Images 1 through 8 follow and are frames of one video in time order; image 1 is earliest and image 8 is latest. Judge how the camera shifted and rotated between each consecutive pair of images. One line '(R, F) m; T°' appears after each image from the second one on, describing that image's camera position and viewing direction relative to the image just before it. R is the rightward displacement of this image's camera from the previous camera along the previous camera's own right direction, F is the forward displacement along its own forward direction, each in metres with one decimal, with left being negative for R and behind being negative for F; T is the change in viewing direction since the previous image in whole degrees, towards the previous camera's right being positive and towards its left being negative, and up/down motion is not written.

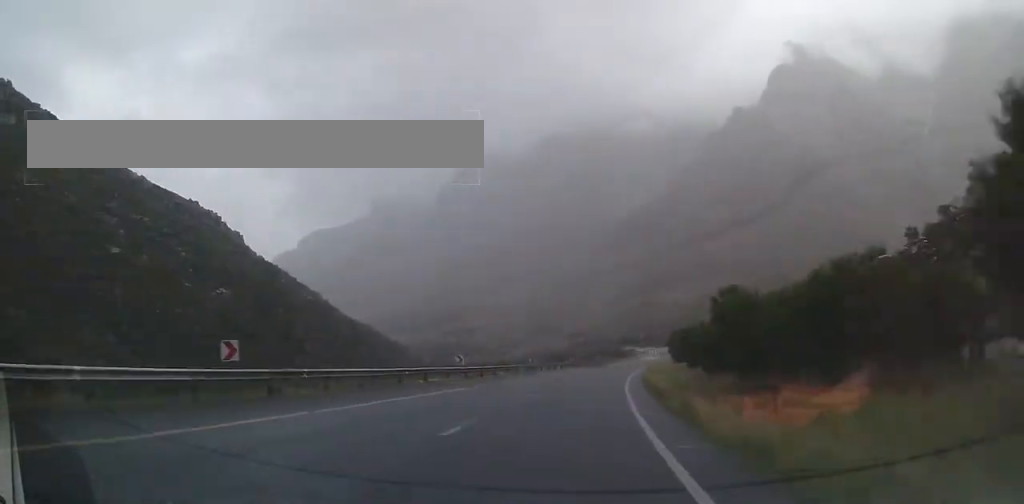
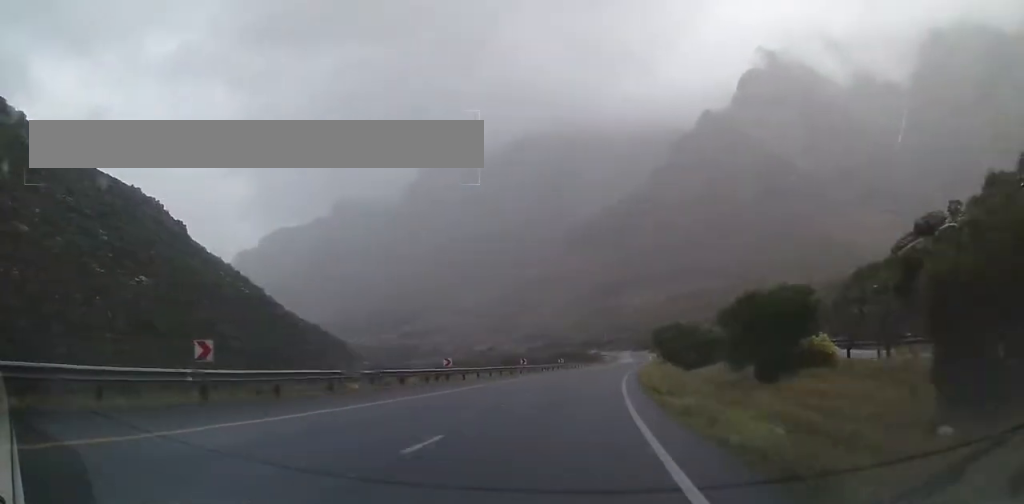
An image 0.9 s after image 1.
(+0.9, +26.1) m; +2°
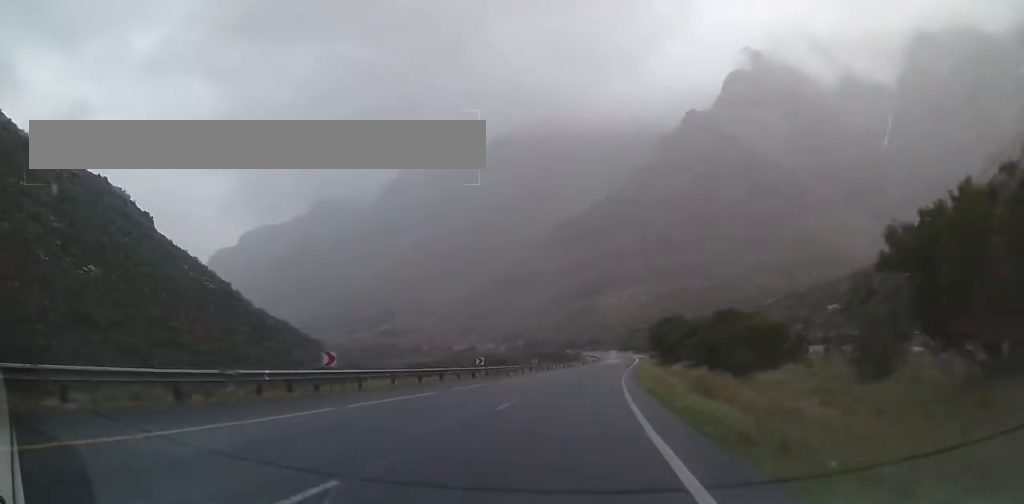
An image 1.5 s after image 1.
(0.0, +16.4) m; 0°
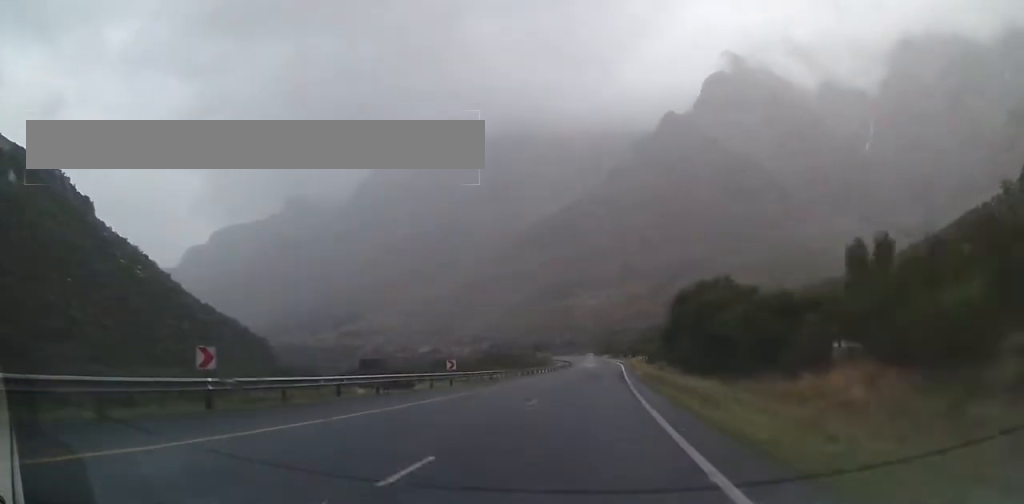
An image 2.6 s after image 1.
(0.0, +33.4) m; 0°
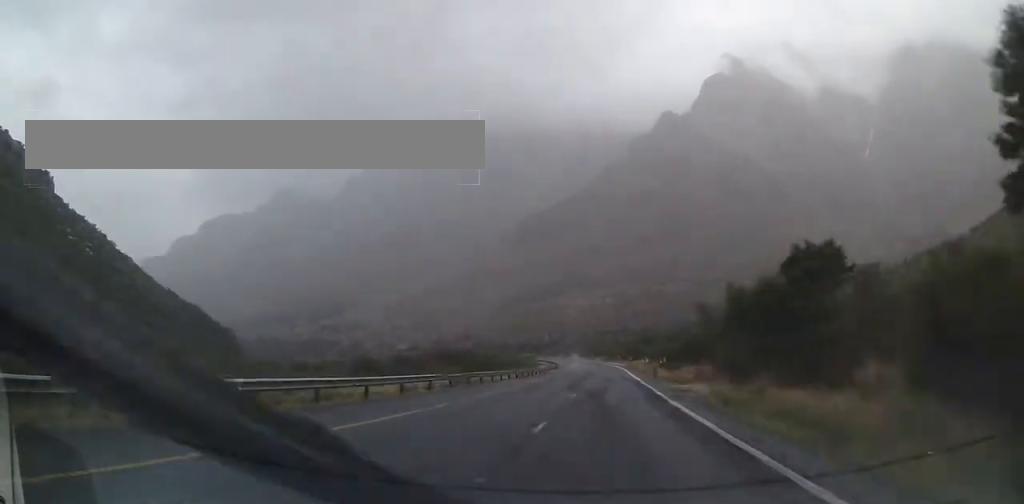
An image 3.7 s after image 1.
(0.0, +30.3) m; +1°
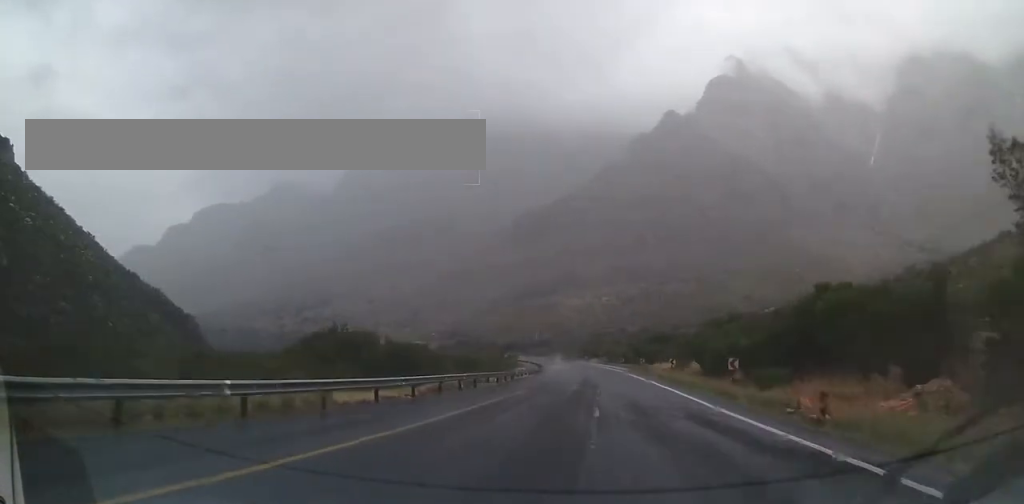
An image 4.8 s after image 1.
(+0.7, +32.0) m; +3°
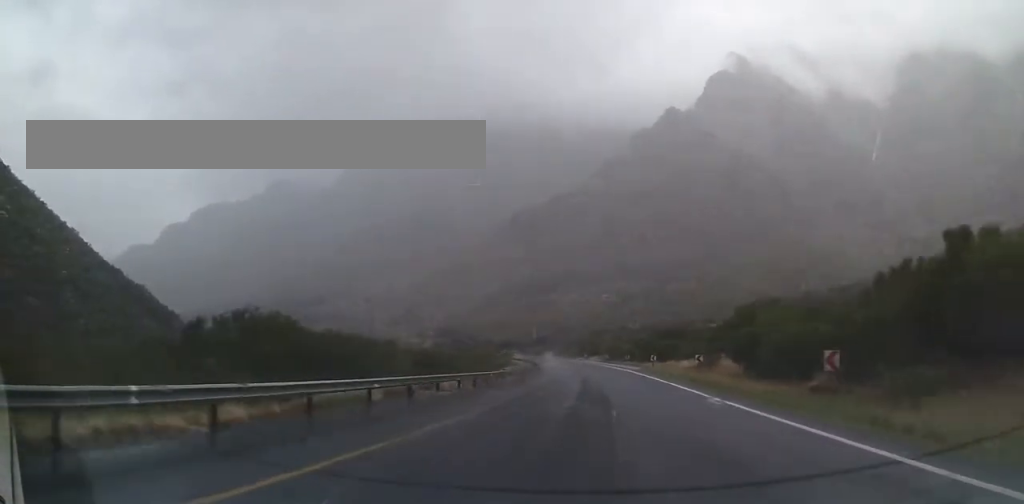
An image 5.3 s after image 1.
(+0.3, +13.1) m; +1°
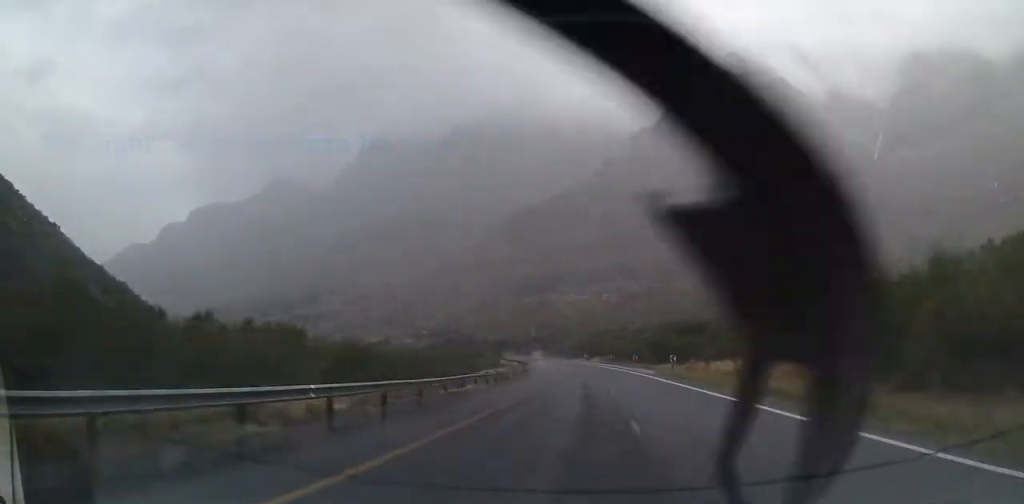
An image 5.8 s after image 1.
(+0.1, +15.0) m; 0°
